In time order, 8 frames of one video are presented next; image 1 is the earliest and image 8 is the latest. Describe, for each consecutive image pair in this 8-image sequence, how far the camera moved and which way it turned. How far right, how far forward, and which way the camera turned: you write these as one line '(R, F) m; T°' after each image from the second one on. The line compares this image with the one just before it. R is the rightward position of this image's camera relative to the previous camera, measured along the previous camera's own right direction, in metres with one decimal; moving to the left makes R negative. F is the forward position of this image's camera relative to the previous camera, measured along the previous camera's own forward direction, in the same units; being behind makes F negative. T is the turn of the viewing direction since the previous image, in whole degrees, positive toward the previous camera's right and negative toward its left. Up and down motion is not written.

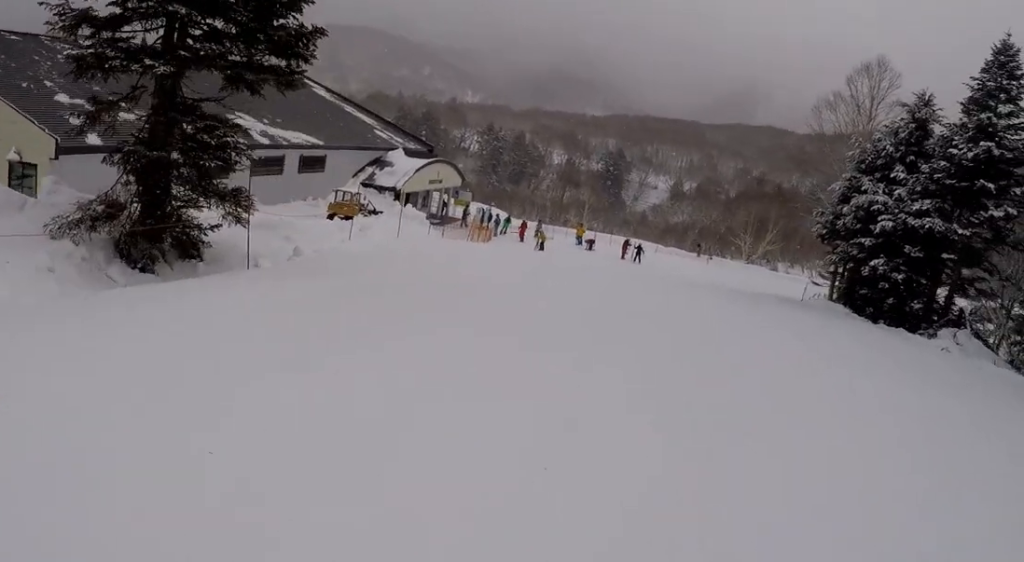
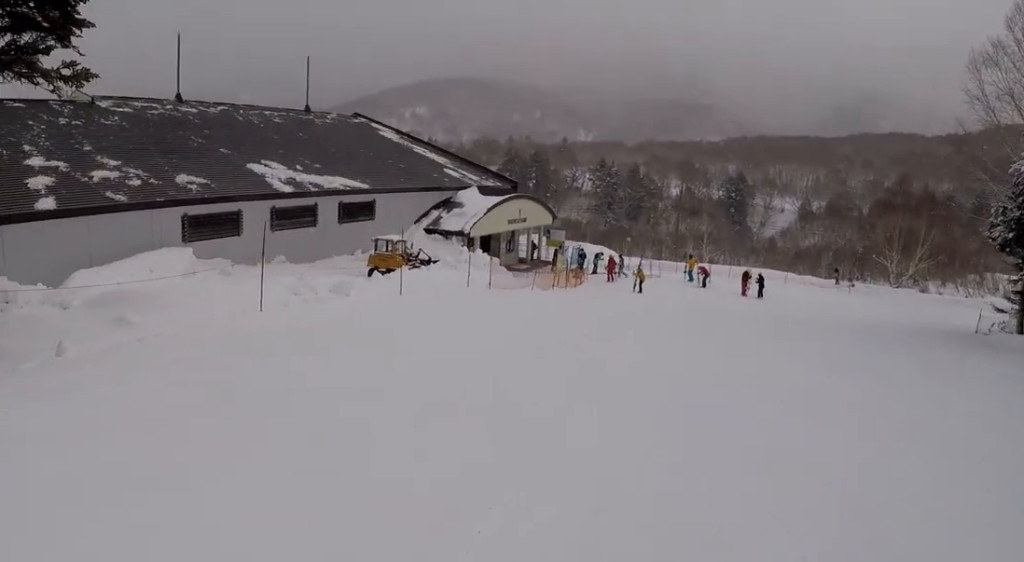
(0.0, +7.4) m; -11°
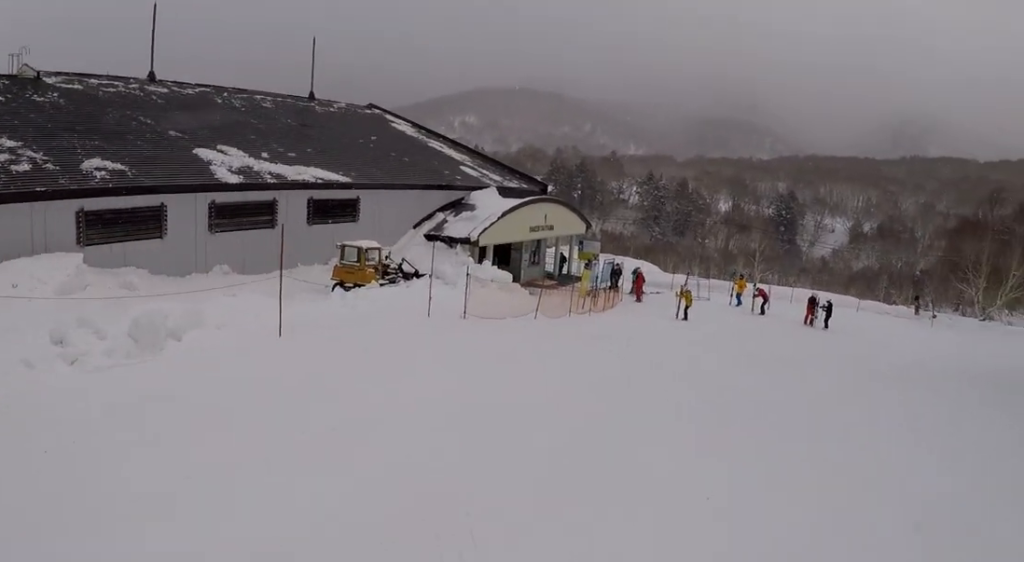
(-1.4, +6.6) m; -4°
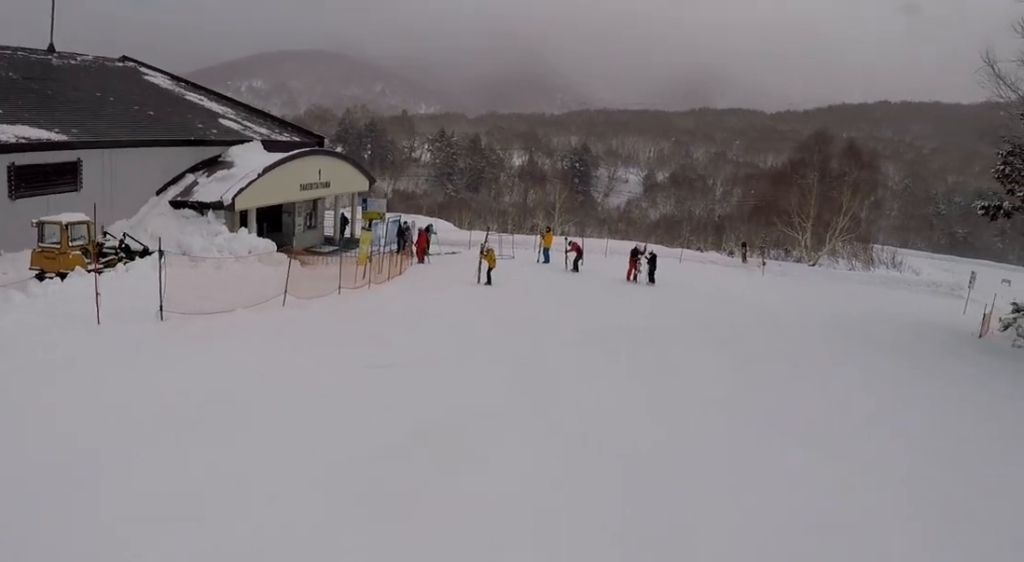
(+1.3, +4.9) m; +20°
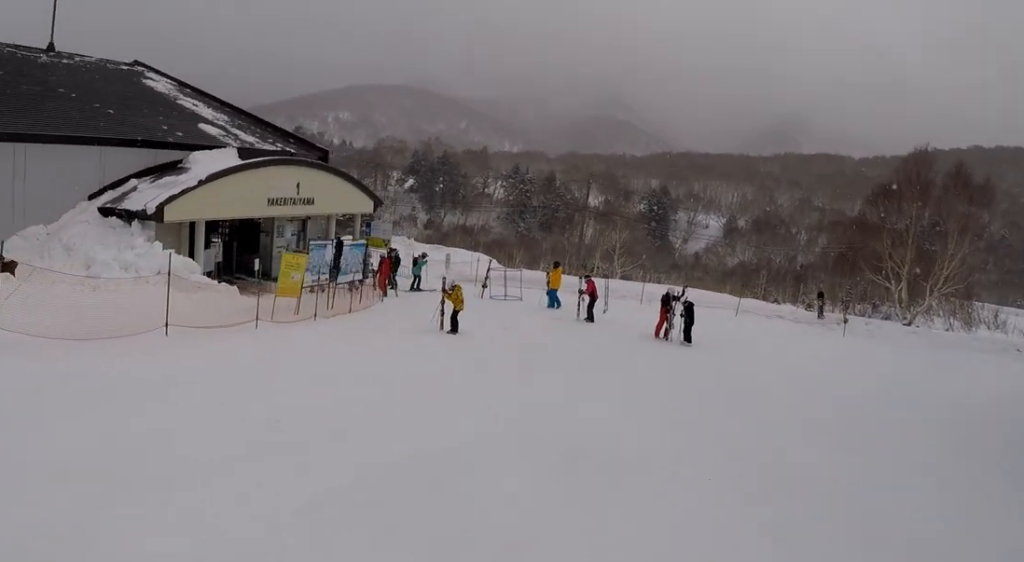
(+0.6, +7.2) m; -1°
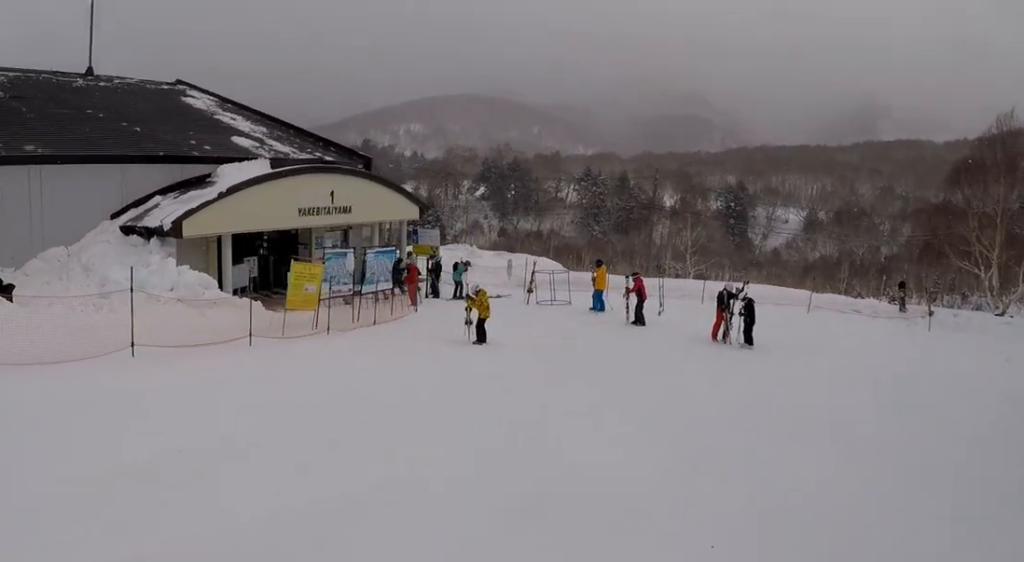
(-0.2, +2.2) m; -3°
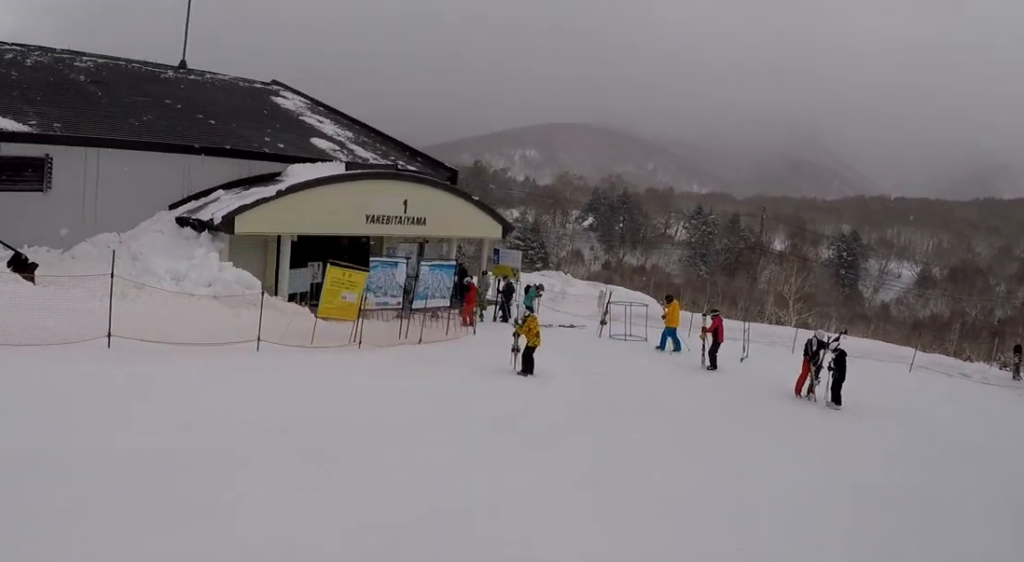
(-0.1, +2.1) m; -4°
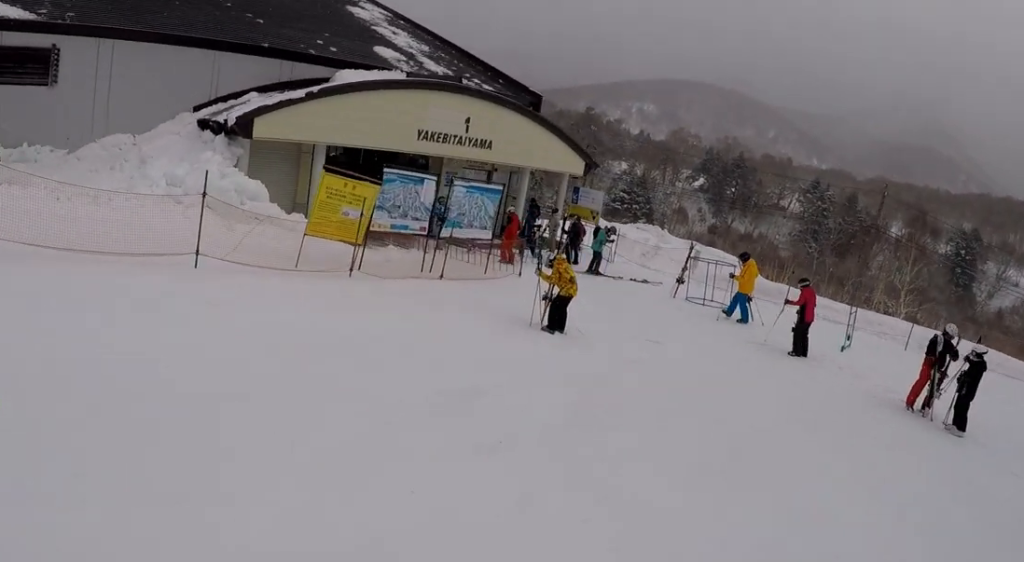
(+0.2, +3.5) m; -10°
